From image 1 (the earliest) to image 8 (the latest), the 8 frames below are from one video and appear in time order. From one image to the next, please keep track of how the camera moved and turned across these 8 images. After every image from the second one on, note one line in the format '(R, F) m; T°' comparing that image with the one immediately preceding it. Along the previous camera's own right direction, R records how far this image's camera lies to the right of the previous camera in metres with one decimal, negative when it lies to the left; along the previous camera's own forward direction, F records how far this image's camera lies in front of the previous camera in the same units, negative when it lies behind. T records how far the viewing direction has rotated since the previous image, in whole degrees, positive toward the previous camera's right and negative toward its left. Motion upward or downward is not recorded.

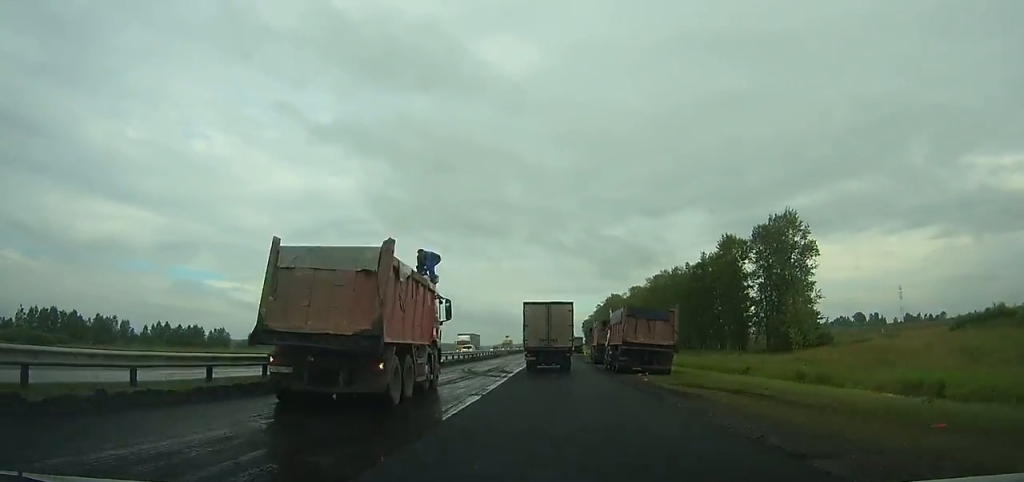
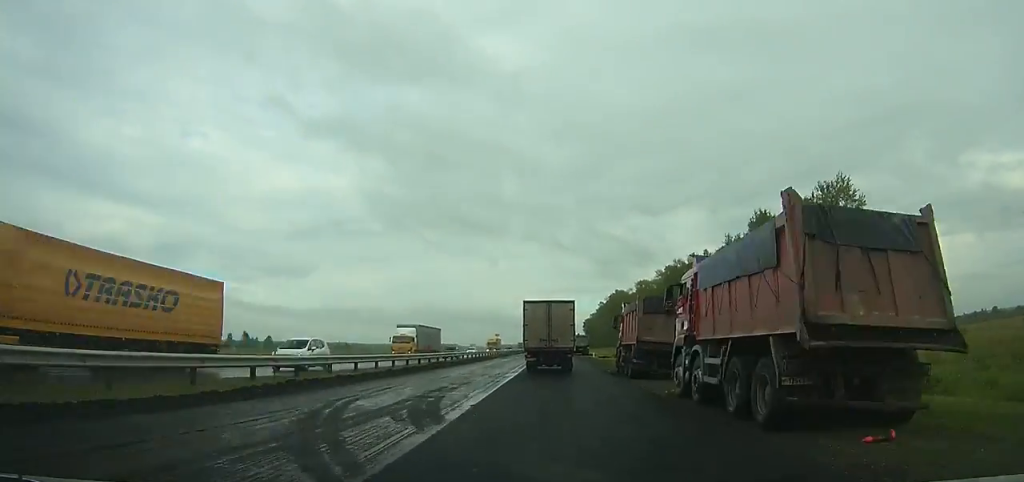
(0.0, +18.1) m; 0°
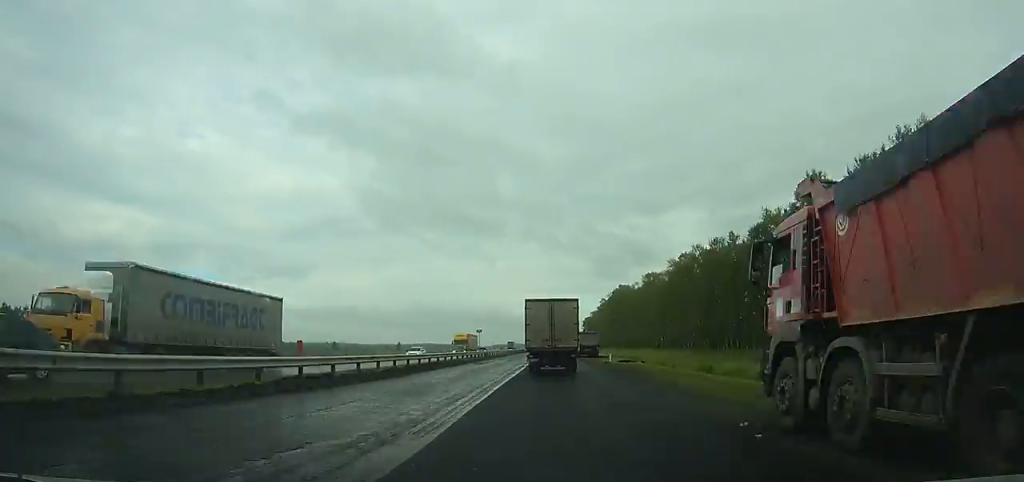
(0.0, +19.4) m; 0°
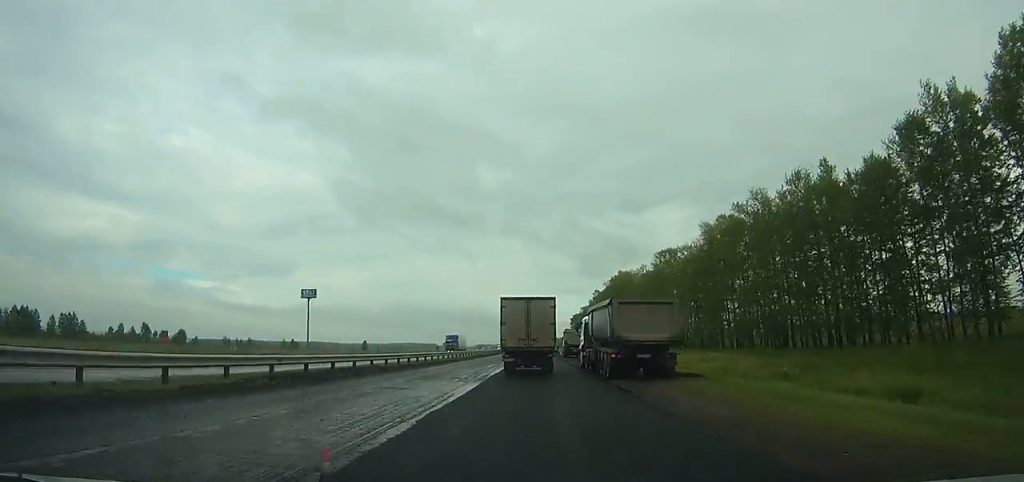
(+0.4, +45.7) m; +1°
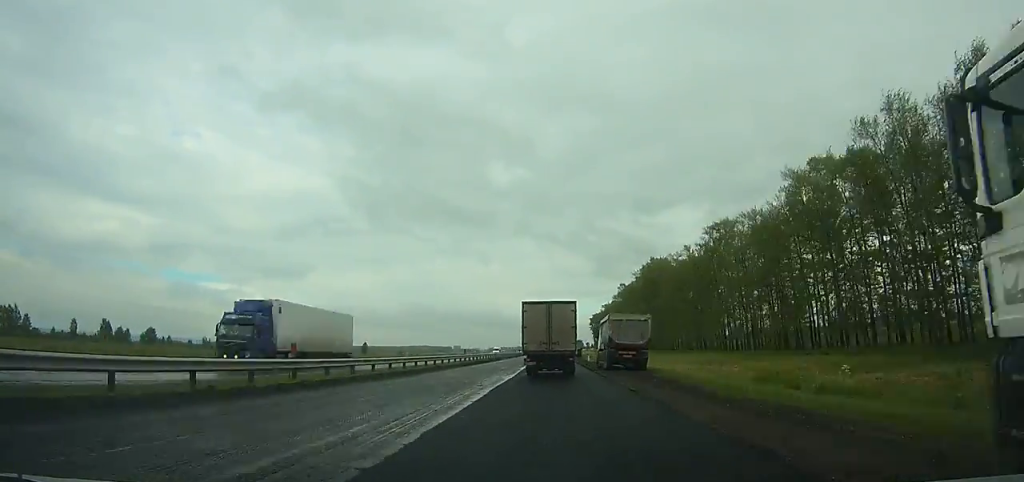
(+0.2, +33.4) m; 0°
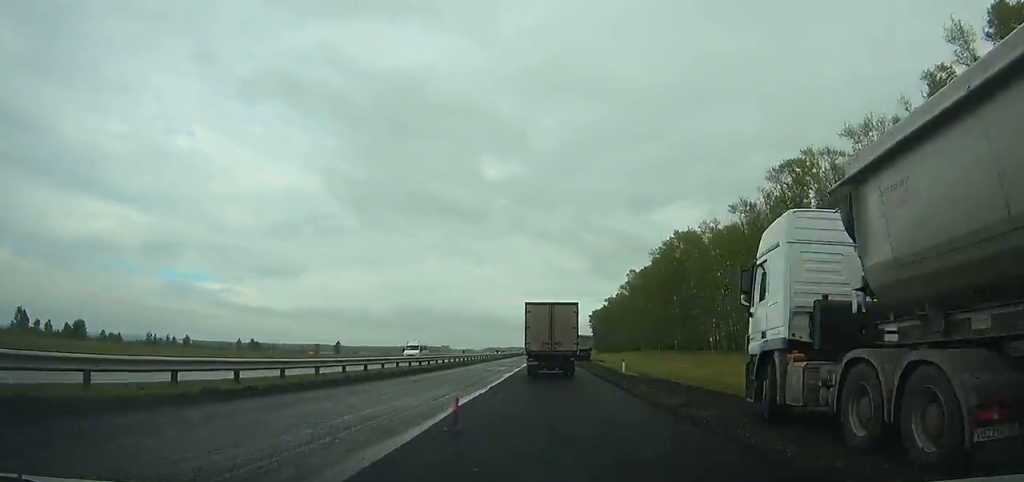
(-0.2, +38.2) m; 0°
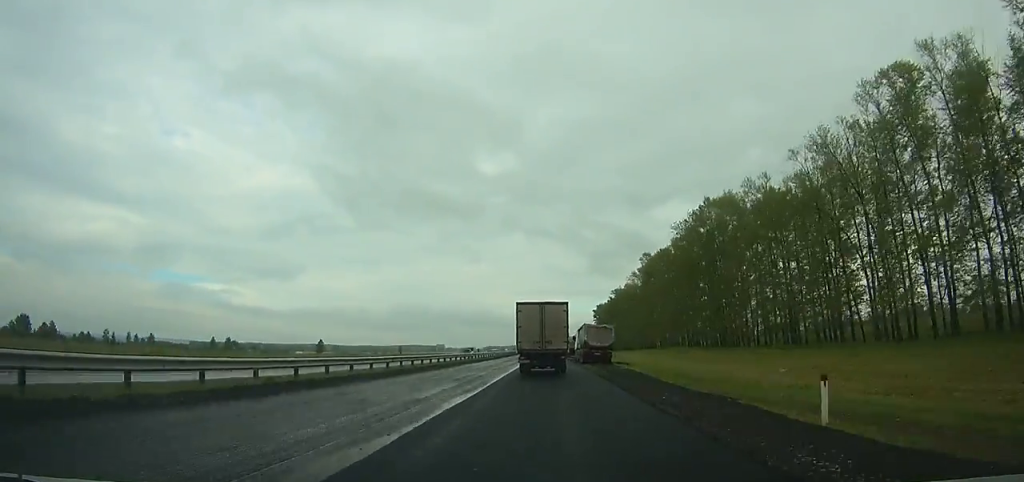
(0.0, +26.2) m; 0°
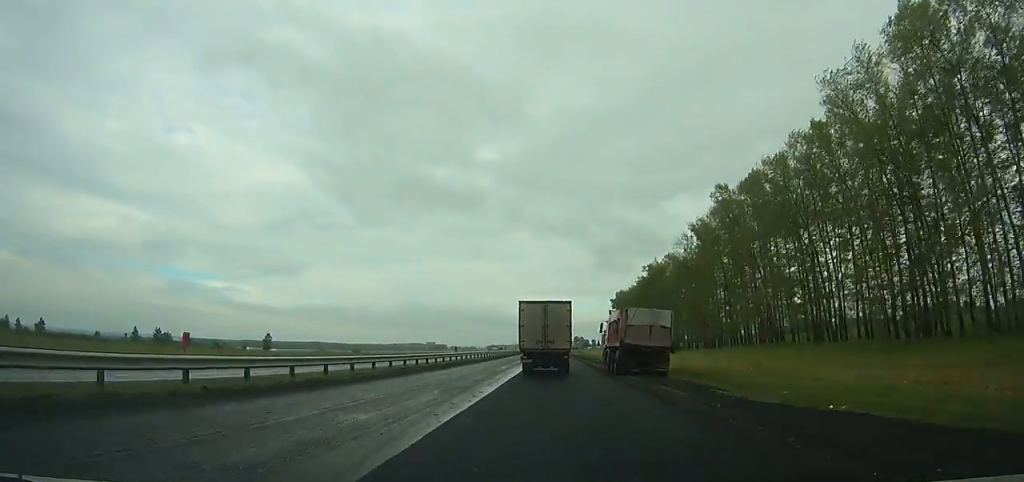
(-0.1, +60.8) m; 0°
